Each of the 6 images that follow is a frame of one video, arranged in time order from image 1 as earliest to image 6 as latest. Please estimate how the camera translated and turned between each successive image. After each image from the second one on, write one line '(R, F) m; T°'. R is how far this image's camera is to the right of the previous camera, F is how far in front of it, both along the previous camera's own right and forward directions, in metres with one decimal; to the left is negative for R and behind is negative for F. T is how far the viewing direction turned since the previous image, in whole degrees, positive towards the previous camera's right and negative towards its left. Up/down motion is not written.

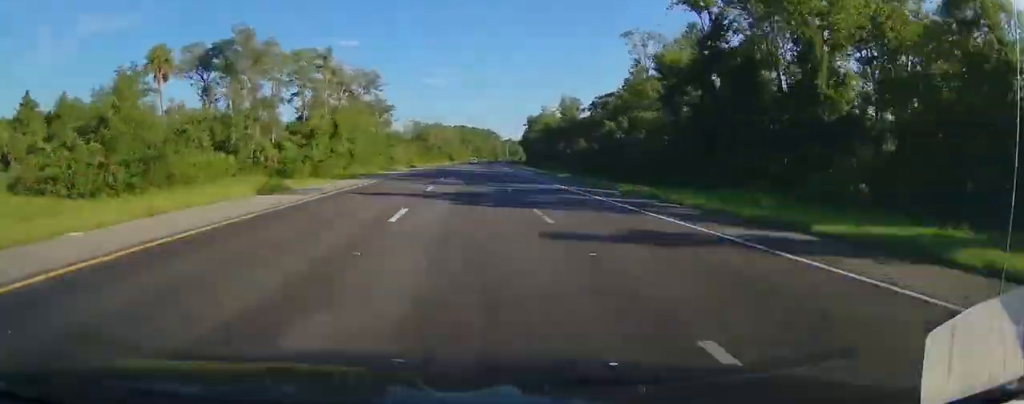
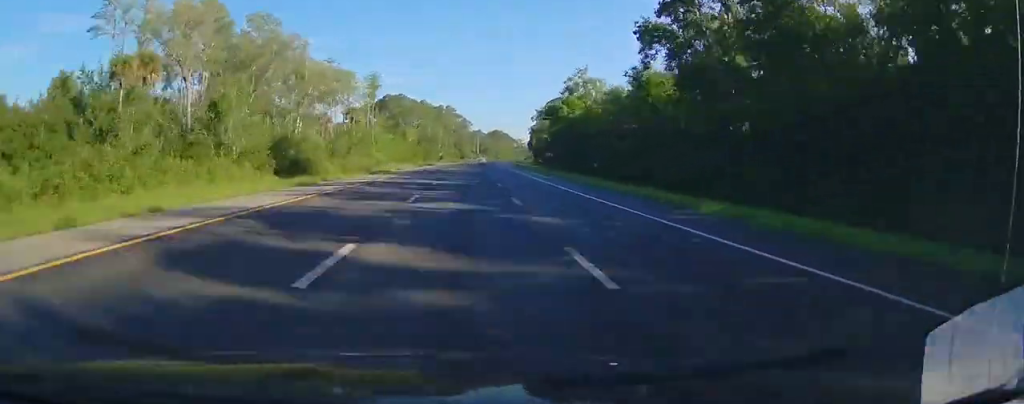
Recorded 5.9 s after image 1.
(+6.7, +196.9) m; +5°
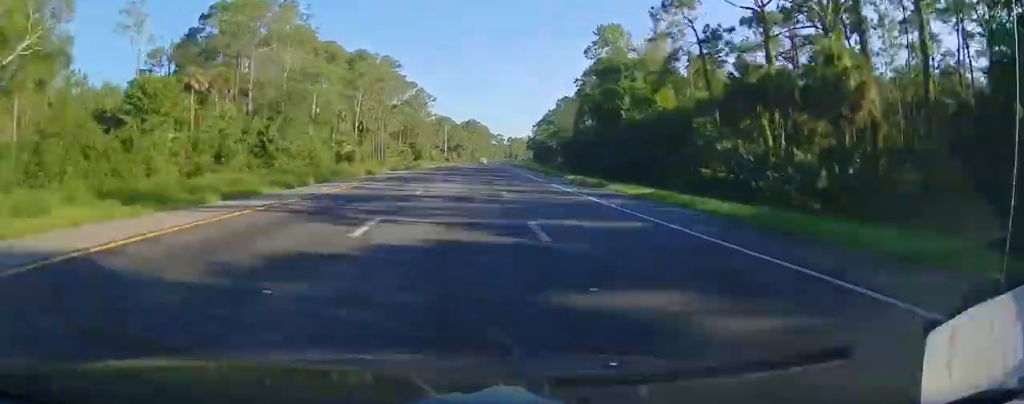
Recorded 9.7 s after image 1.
(+4.1, +130.7) m; +4°
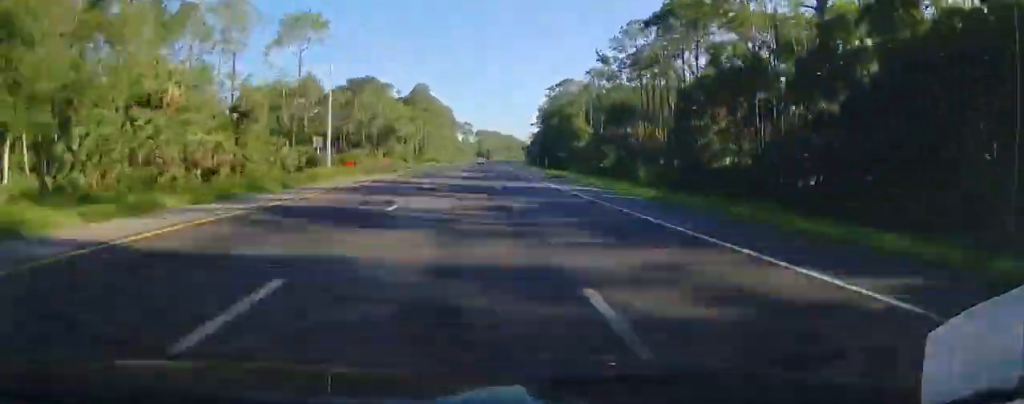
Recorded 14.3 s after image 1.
(+5.4, +153.7) m; +4°
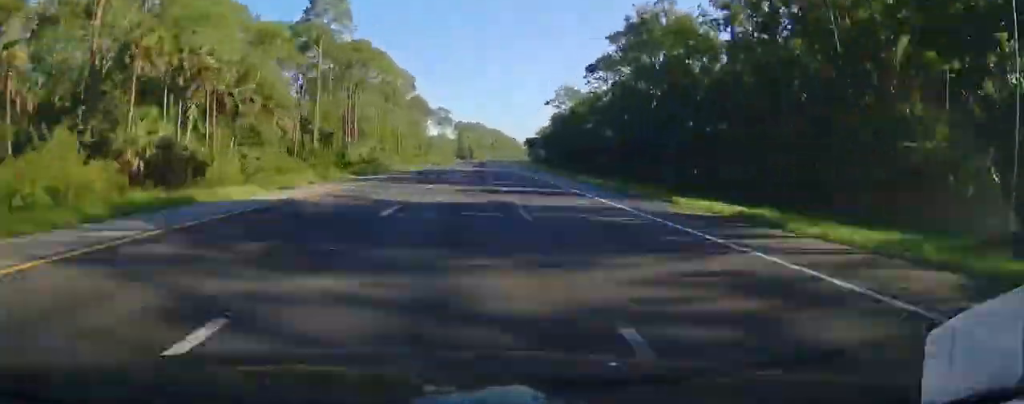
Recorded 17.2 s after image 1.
(+2.3, +100.0) m; +3°
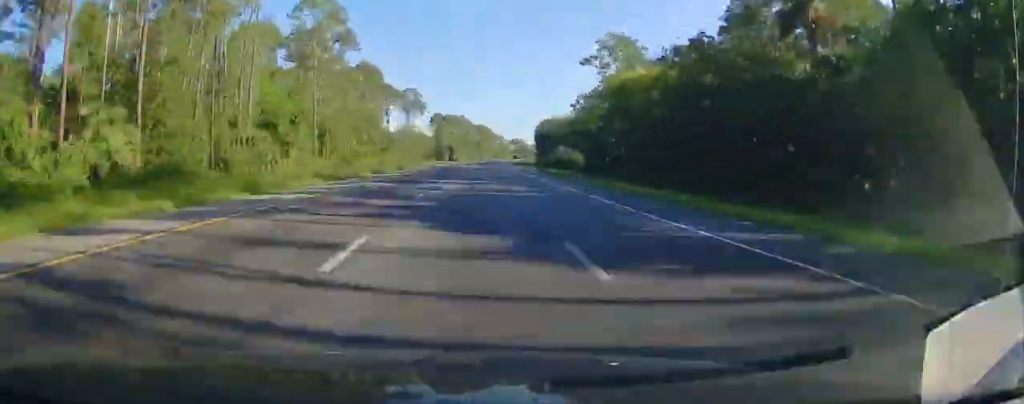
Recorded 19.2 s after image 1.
(+0.1, +68.4) m; +2°
